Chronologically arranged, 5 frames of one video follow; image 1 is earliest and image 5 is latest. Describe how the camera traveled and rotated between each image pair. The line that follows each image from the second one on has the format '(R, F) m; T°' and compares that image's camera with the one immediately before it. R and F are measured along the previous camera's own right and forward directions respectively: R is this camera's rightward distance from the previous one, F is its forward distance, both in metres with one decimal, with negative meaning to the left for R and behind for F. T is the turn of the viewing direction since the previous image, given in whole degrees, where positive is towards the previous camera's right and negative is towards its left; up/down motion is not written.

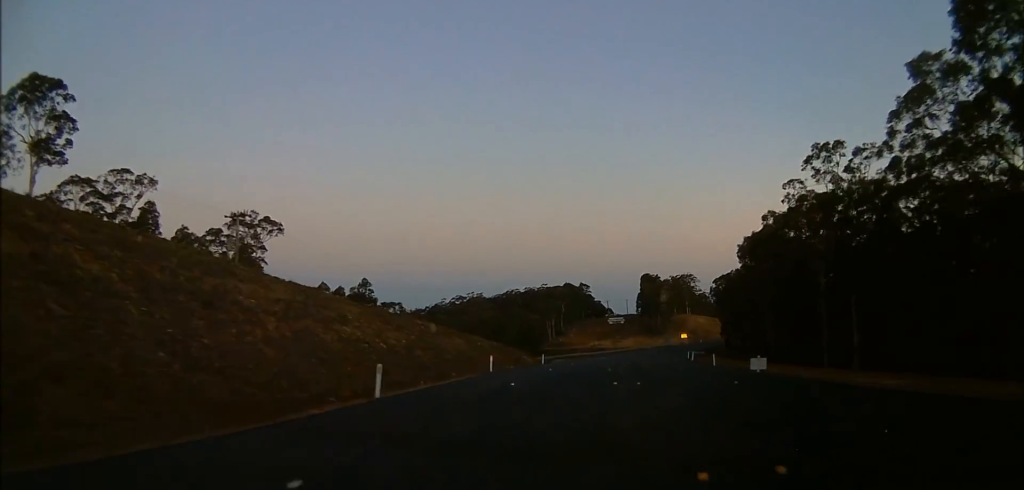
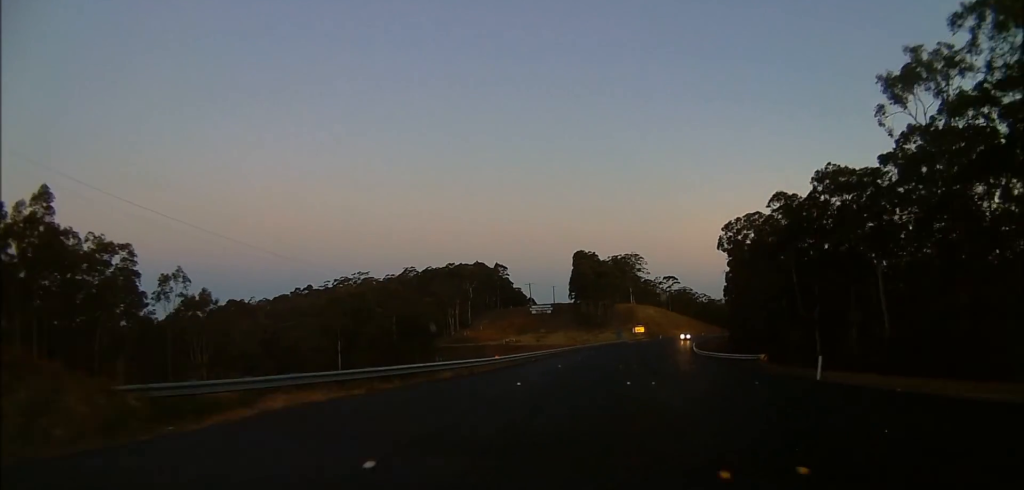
(+5.5, +69.5) m; +11°
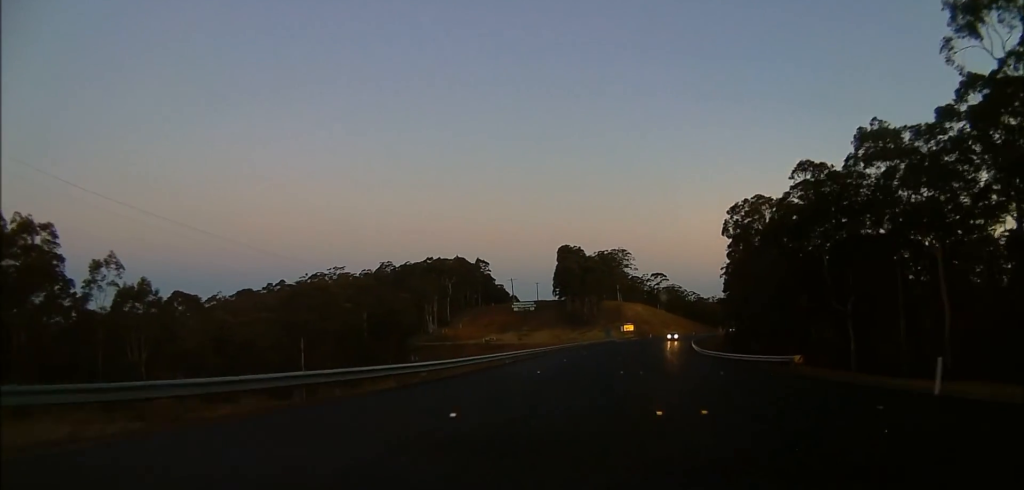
(0.0, +10.9) m; +1°
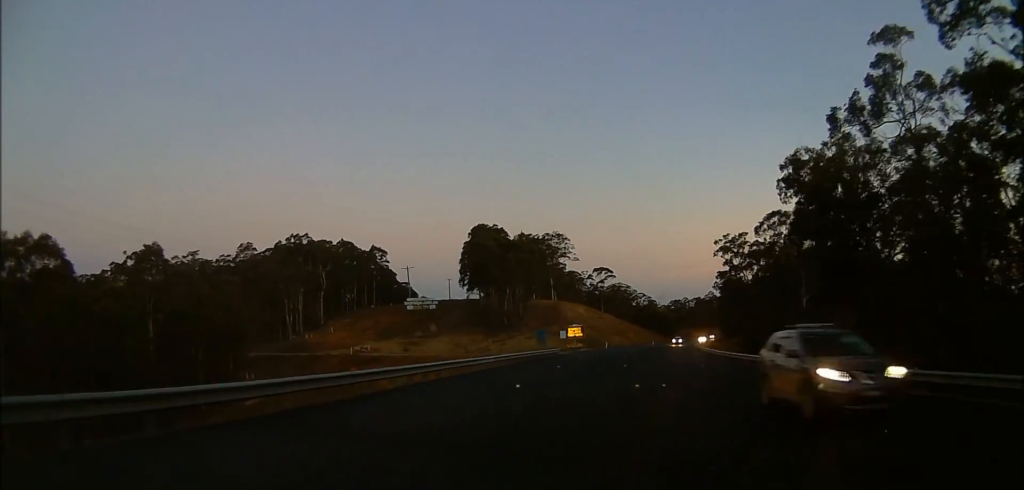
(+2.8, +58.3) m; +3°
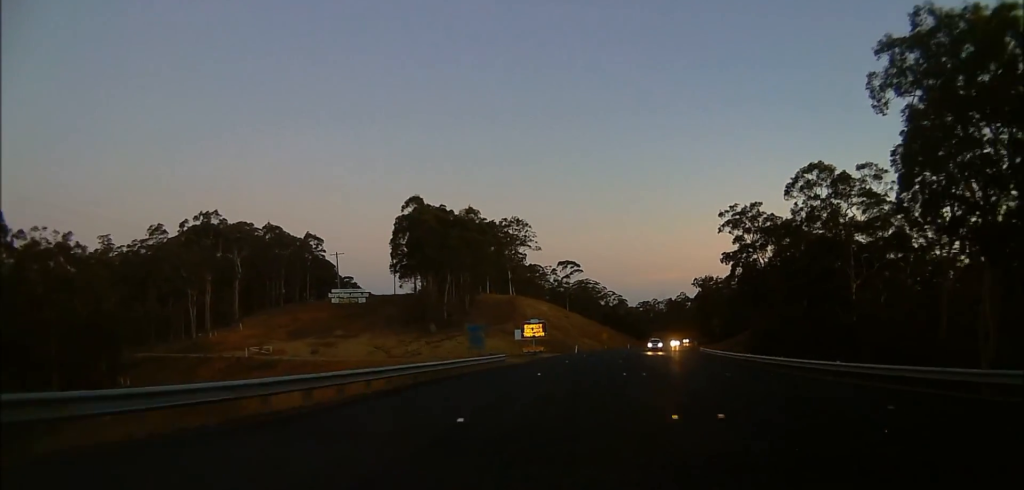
(+0.3, +26.2) m; +4°
